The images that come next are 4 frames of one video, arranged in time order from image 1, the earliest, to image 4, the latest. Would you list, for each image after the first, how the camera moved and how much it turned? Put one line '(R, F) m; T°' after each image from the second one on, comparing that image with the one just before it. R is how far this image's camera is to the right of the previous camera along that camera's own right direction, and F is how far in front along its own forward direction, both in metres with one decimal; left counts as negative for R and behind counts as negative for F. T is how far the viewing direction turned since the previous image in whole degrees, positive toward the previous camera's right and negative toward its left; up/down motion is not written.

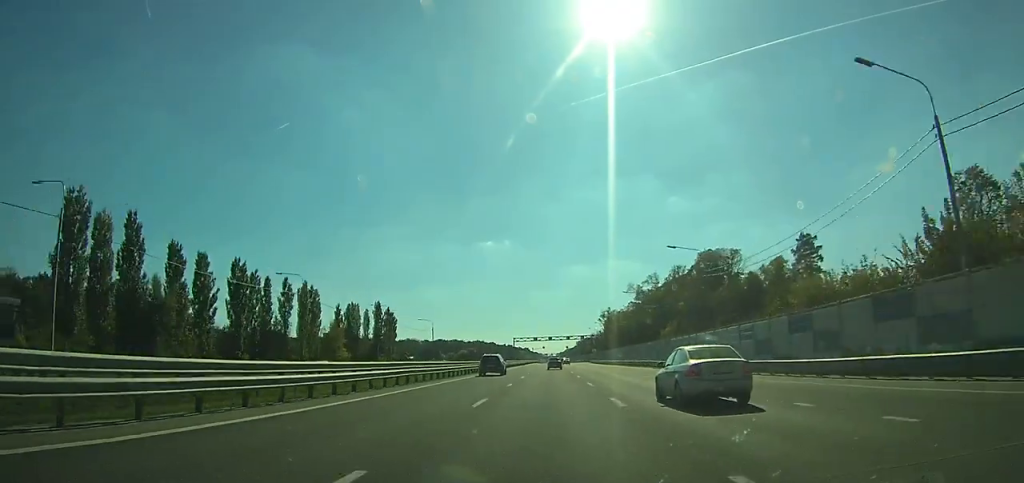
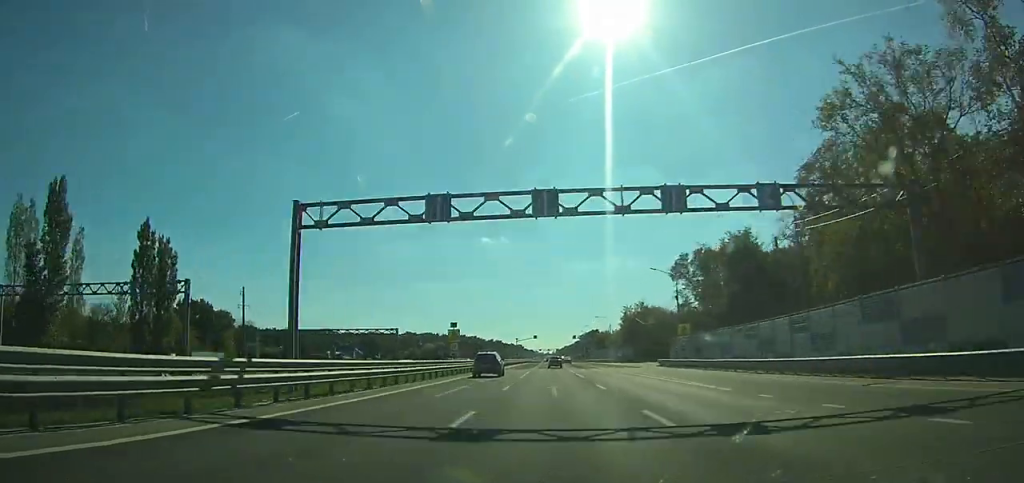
(-0.3, +124.4) m; 0°
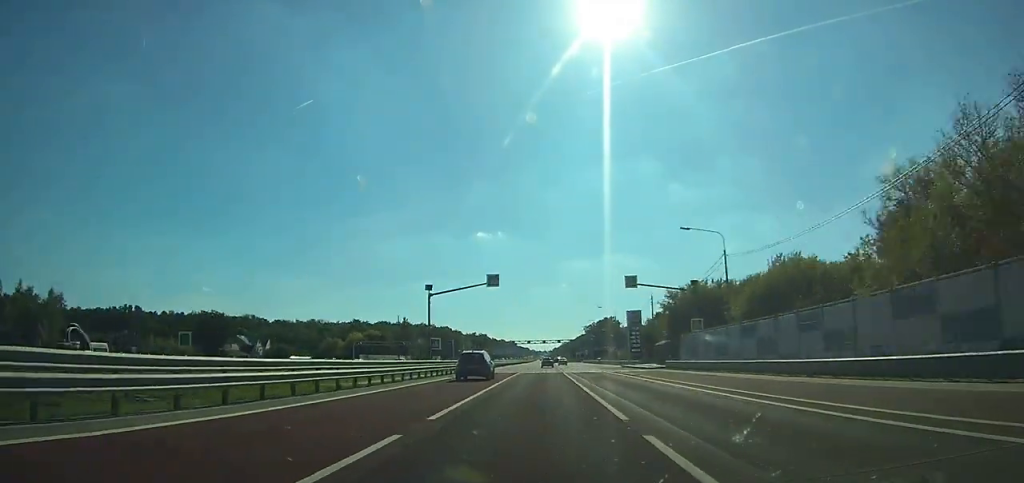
(+0.4, +132.7) m; 0°
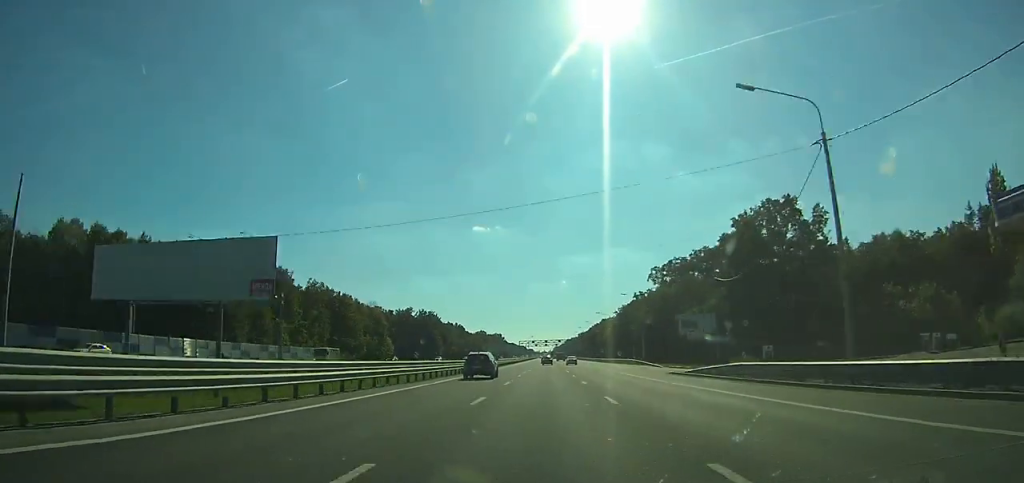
(0.0, +256.8) m; 0°
